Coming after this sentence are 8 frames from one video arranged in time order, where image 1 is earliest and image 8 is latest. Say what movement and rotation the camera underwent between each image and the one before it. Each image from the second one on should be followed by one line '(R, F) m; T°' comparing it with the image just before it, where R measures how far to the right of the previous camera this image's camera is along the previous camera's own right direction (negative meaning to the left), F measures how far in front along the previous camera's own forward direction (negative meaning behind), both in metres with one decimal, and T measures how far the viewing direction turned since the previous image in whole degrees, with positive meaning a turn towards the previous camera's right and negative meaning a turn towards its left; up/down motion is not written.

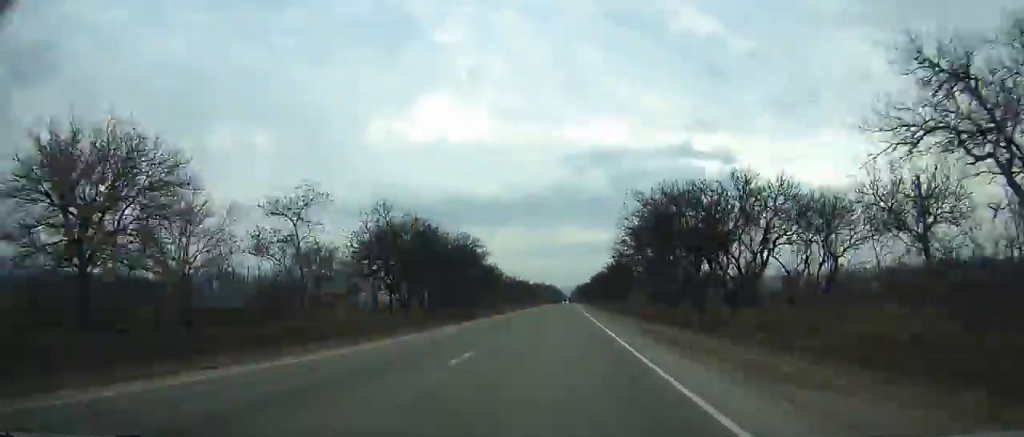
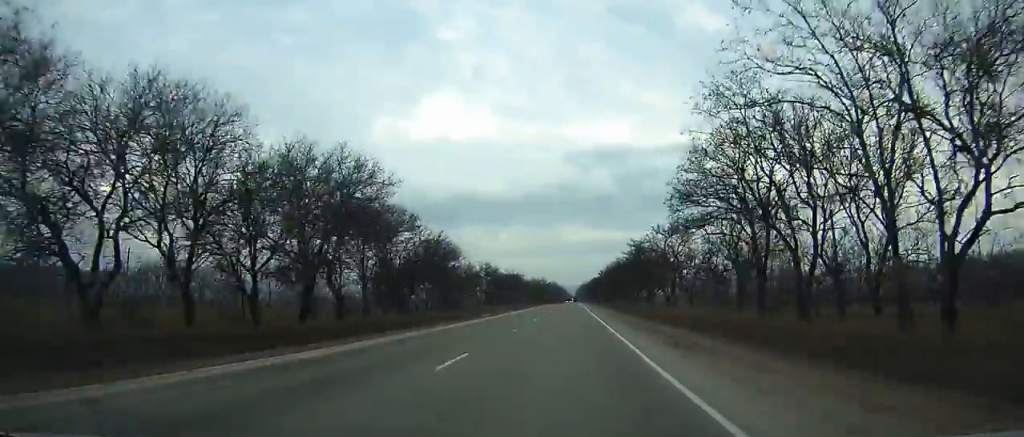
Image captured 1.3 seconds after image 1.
(0.0, +35.6) m; 0°
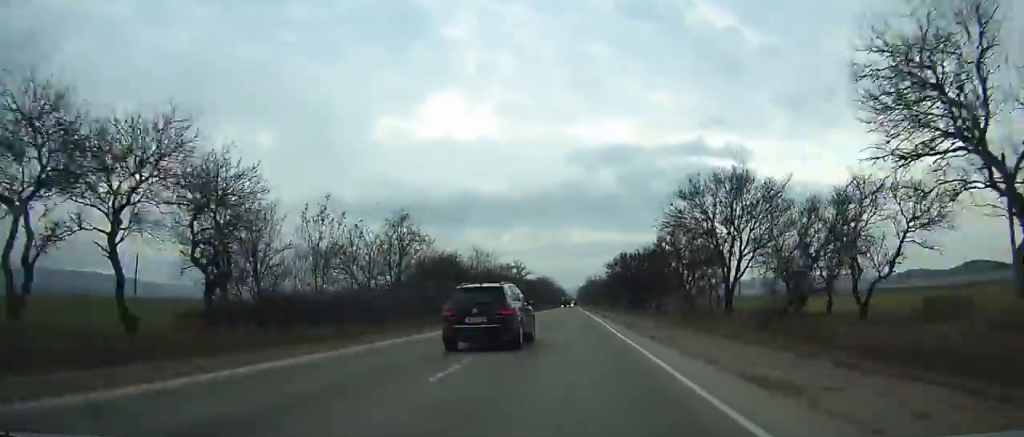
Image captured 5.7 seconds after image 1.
(+0.1, +119.9) m; 0°
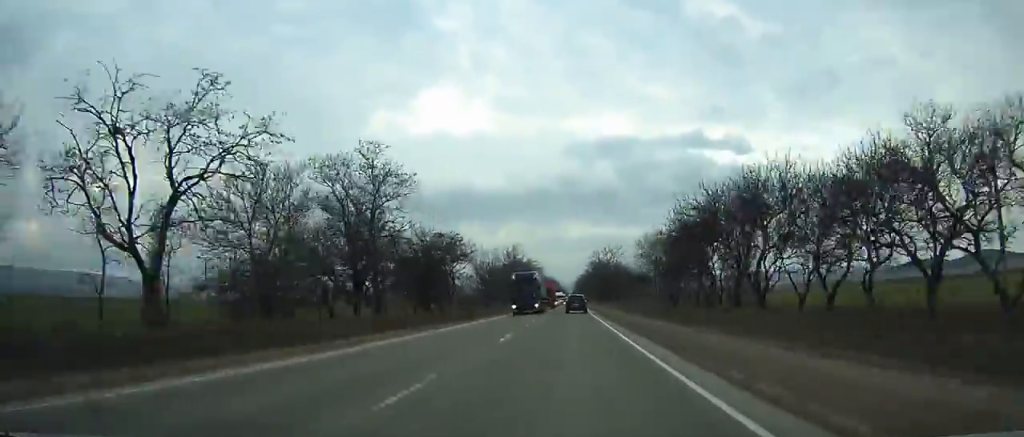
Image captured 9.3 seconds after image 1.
(+0.3, +98.6) m; 0°
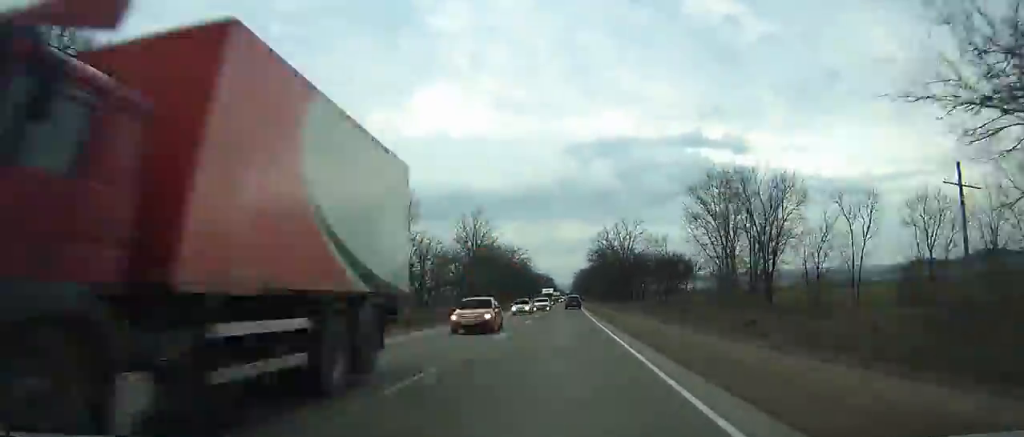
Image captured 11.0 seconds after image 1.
(0.0, +47.0) m; -1°
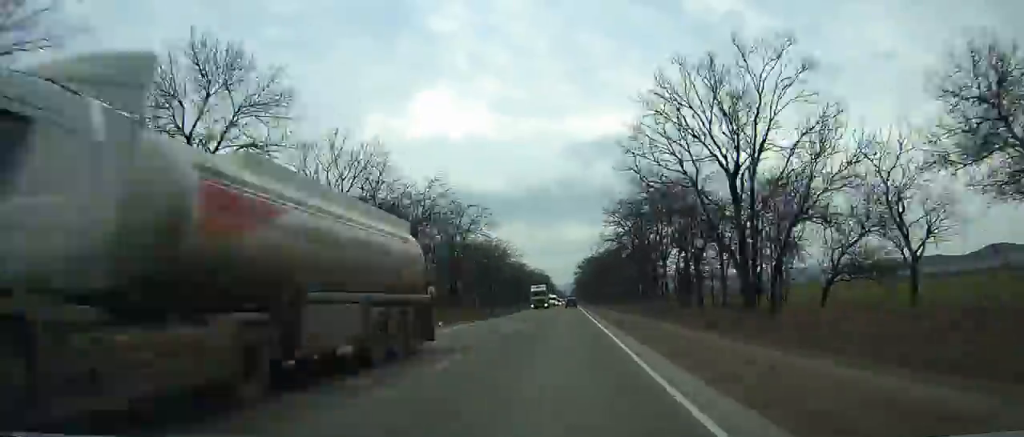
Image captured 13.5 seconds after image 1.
(-0.5, +69.4) m; -2°
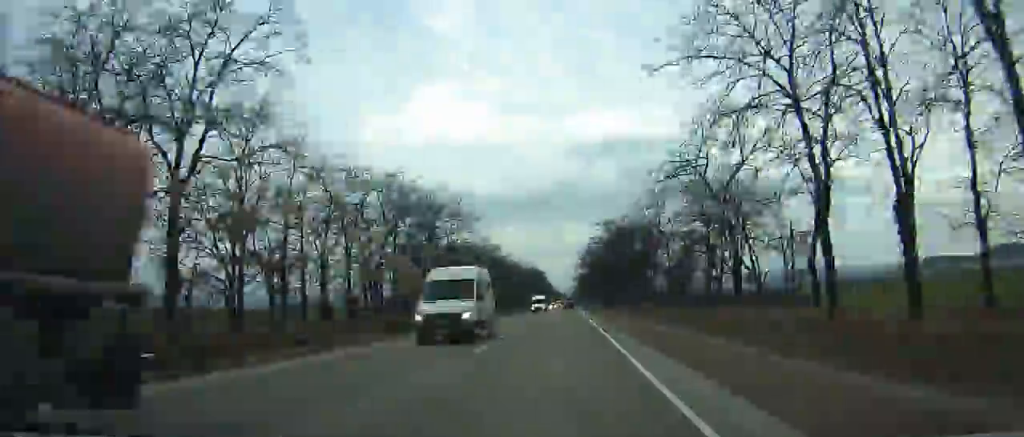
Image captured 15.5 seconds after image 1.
(-4.1, +55.8) m; +2°
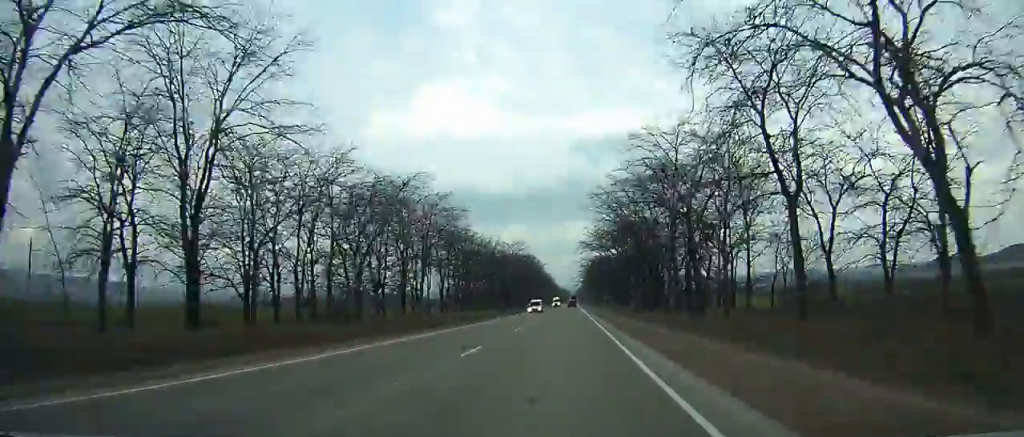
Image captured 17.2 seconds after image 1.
(+3.5, +47.5) m; +2°
